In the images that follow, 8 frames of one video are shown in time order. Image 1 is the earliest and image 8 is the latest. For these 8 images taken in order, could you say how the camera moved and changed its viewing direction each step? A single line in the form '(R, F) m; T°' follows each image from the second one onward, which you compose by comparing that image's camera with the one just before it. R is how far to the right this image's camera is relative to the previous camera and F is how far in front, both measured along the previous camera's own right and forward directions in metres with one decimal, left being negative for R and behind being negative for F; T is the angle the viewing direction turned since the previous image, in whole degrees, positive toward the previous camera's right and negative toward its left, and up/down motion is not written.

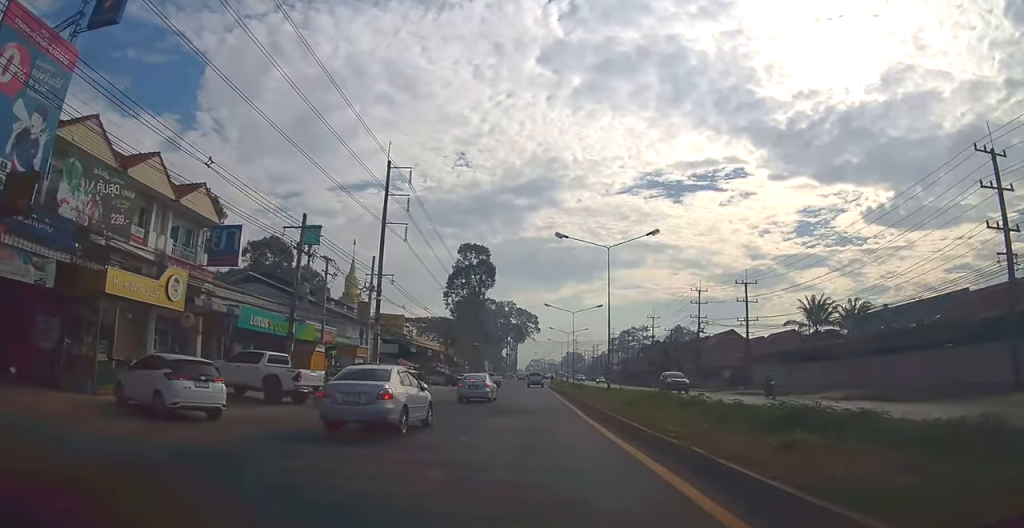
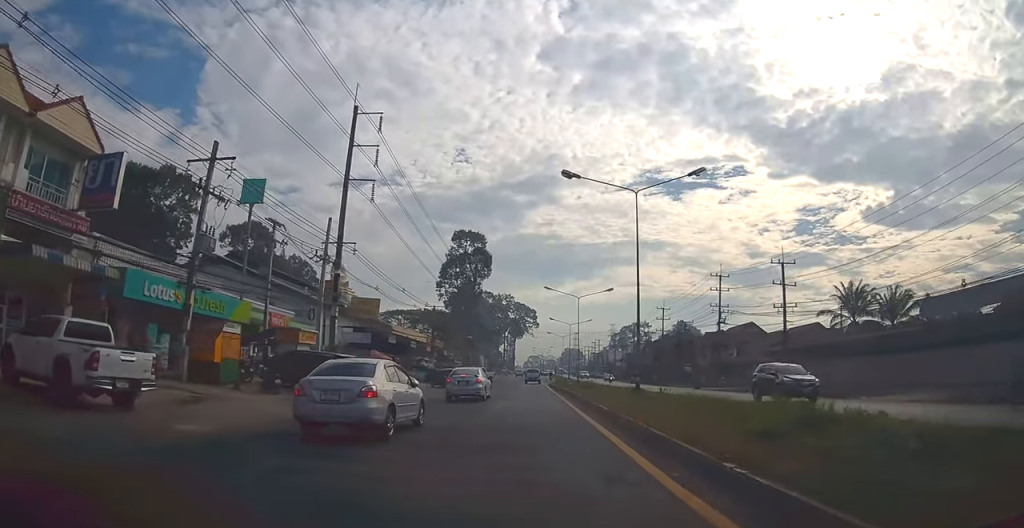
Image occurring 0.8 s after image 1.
(-0.2, +10.3) m; 0°
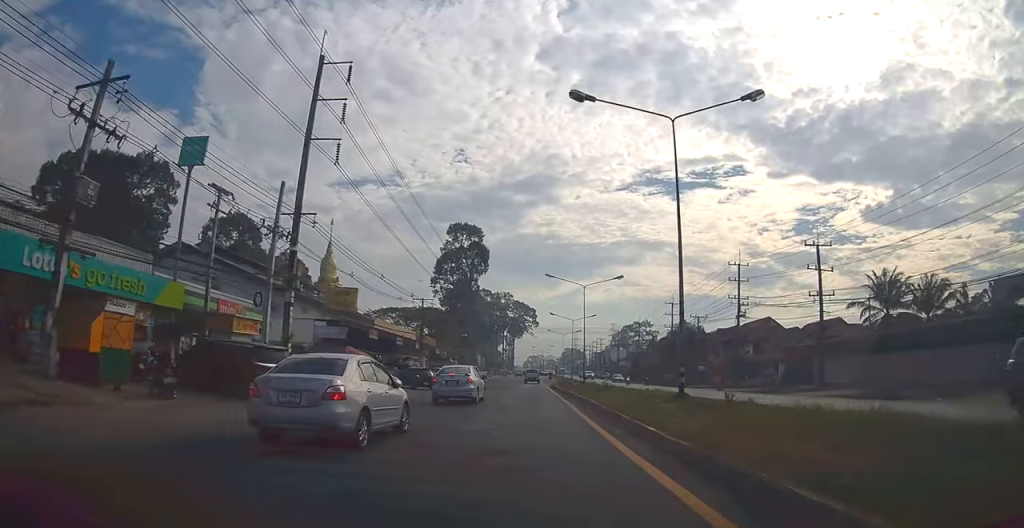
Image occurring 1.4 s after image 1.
(0.0, +7.4) m; +1°
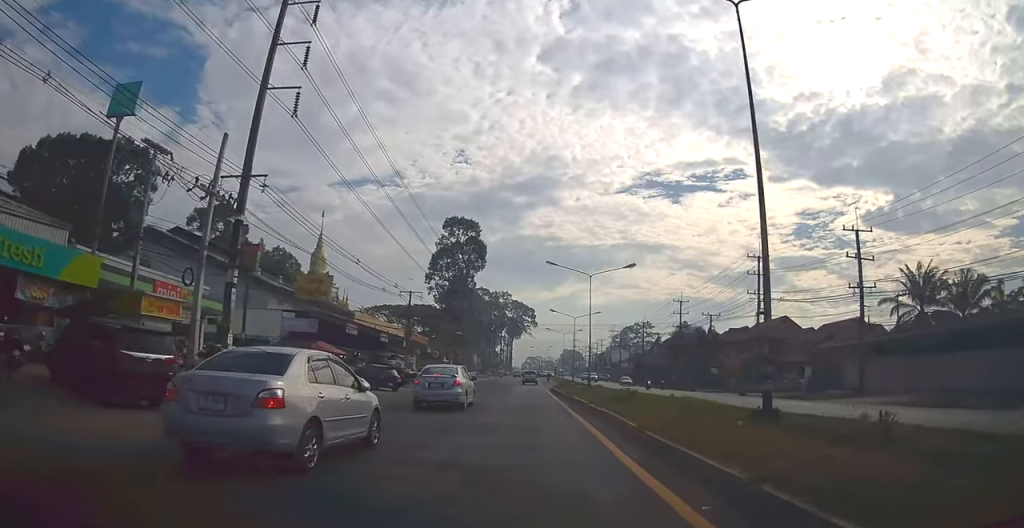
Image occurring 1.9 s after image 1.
(+0.1, +6.5) m; +1°
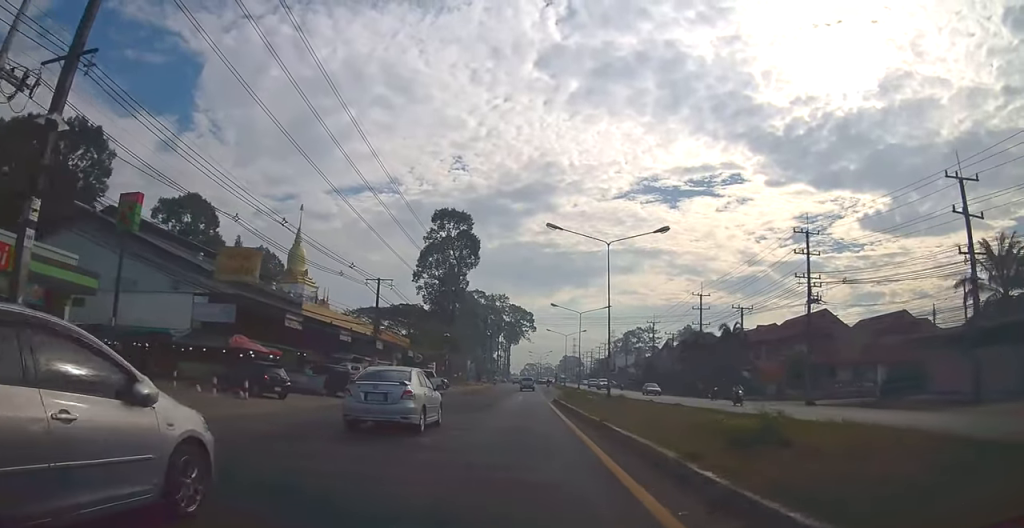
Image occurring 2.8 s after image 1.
(+0.2, +12.2) m; 0°
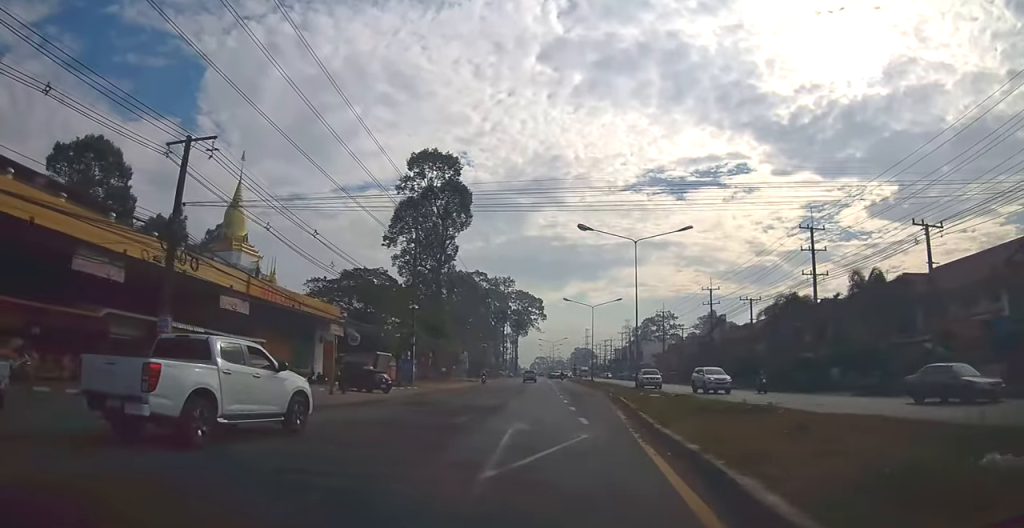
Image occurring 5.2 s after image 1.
(-1.5, +30.6) m; -3°
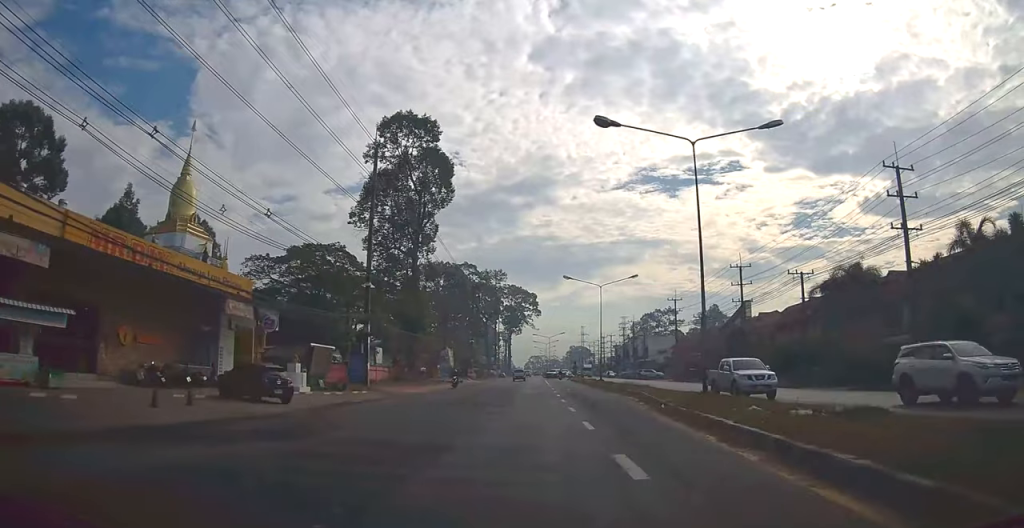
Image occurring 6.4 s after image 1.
(+0.5, +14.1) m; +2°
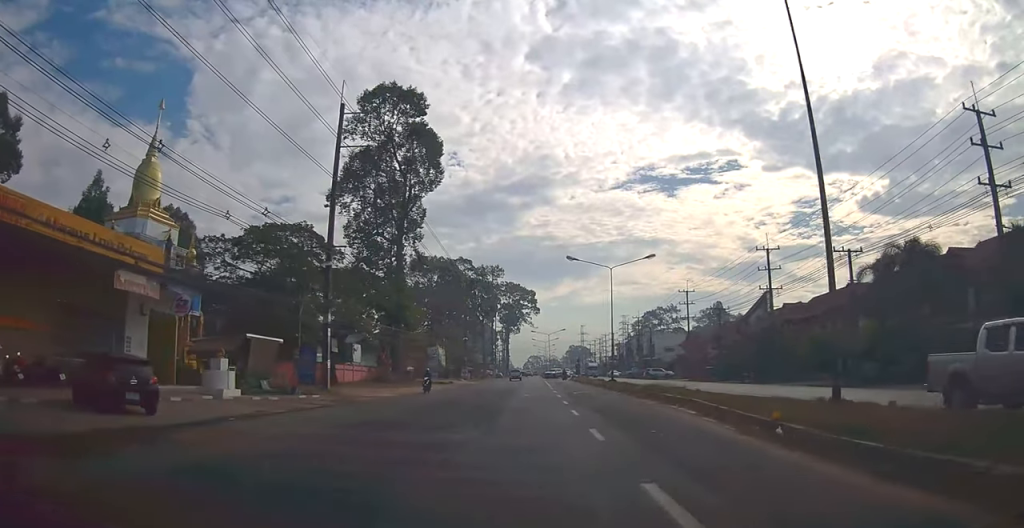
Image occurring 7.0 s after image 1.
(-0.1, +8.4) m; +1°
